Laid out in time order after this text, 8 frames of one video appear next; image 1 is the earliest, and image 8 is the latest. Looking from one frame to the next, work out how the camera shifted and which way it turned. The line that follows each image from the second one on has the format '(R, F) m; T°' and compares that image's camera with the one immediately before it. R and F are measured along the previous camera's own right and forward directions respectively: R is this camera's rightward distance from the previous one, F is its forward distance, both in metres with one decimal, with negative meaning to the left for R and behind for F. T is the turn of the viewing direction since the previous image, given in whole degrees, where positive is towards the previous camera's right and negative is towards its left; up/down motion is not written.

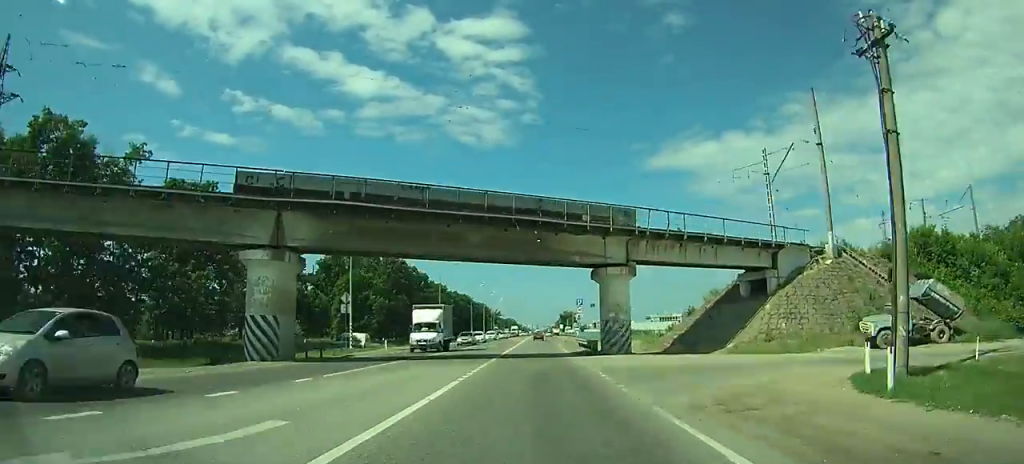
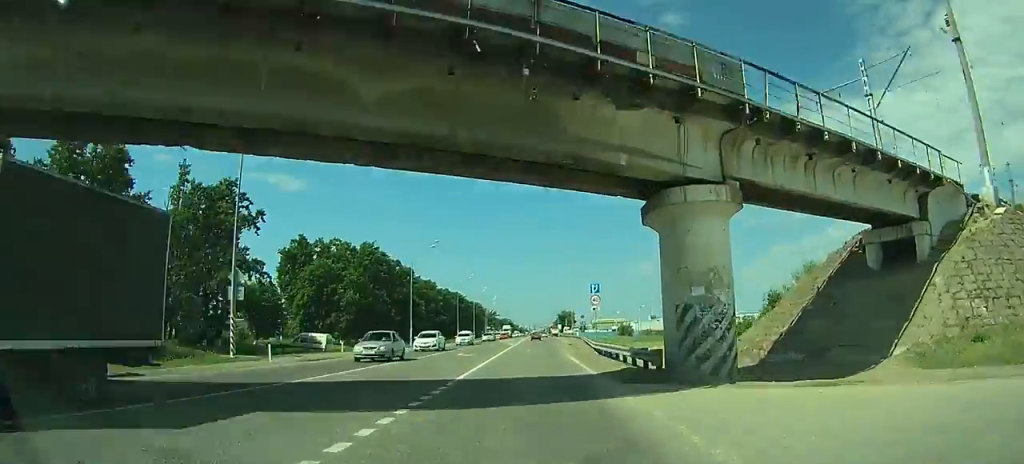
(0.0, +18.7) m; 0°
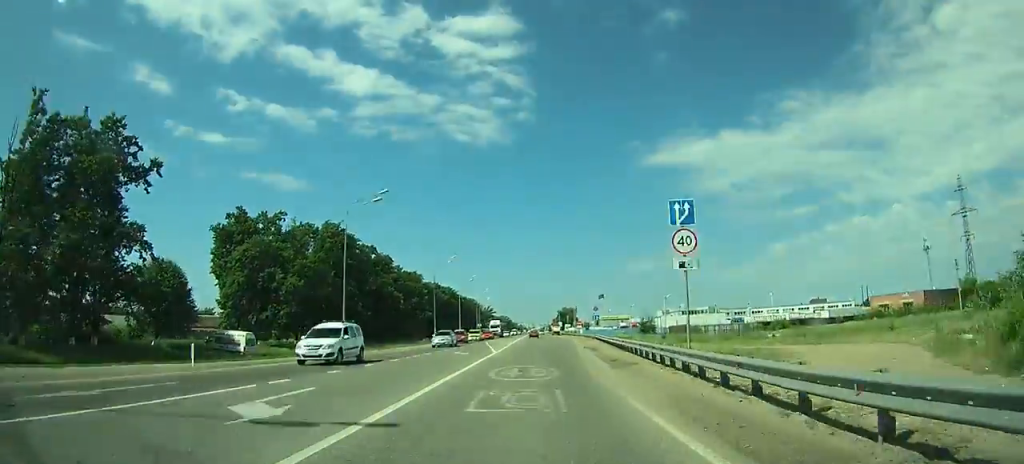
(-0.1, +25.6) m; 0°
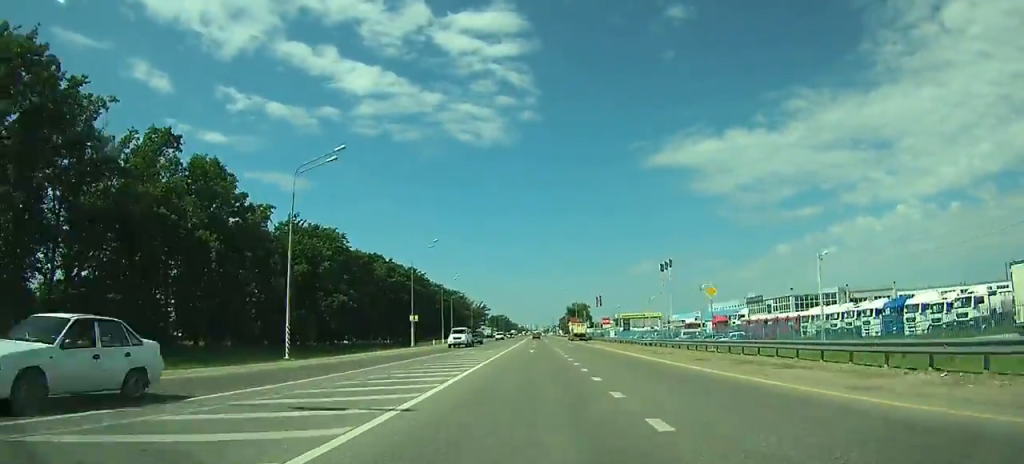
(+0.2, +85.9) m; 0°
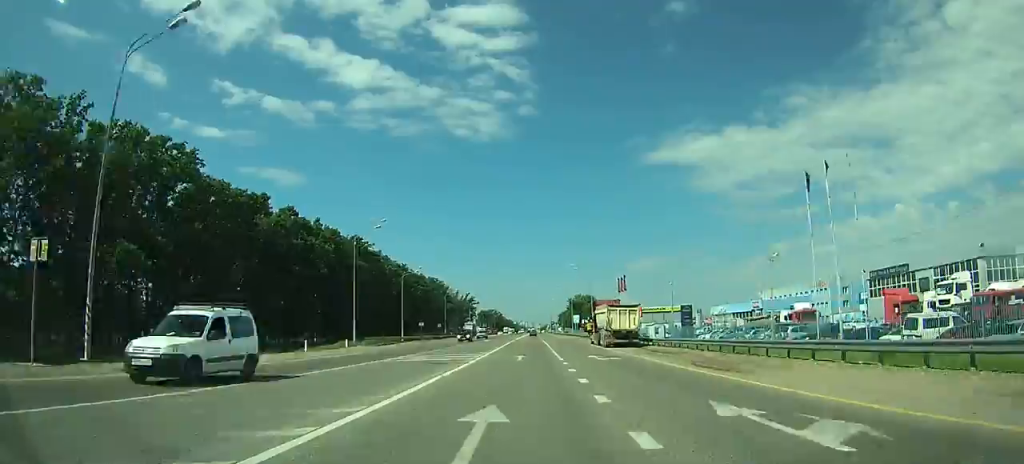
(-0.2, +53.1) m; 0°
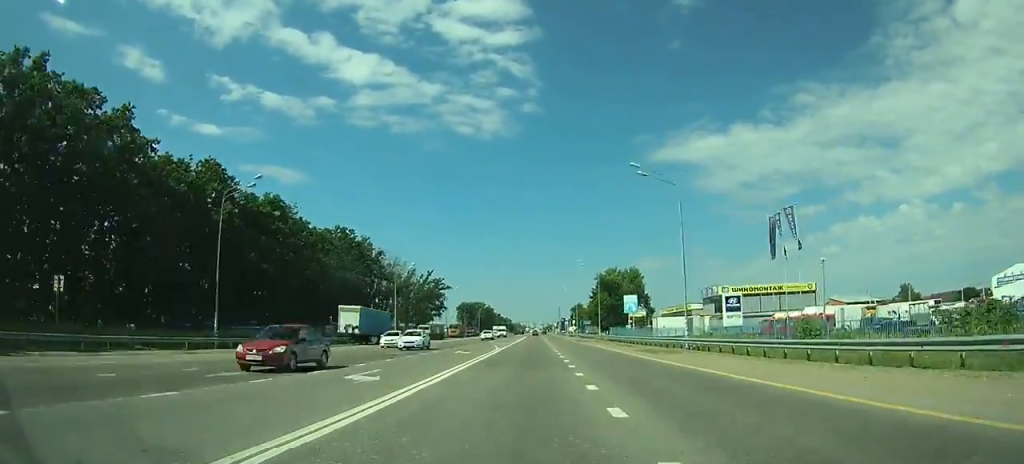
(0.0, +116.2) m; 0°
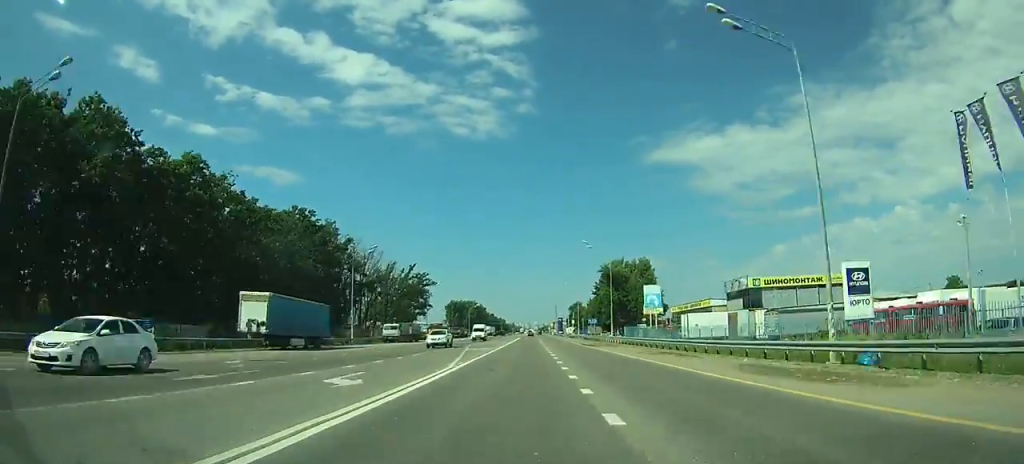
(+0.1, +21.4) m; 0°
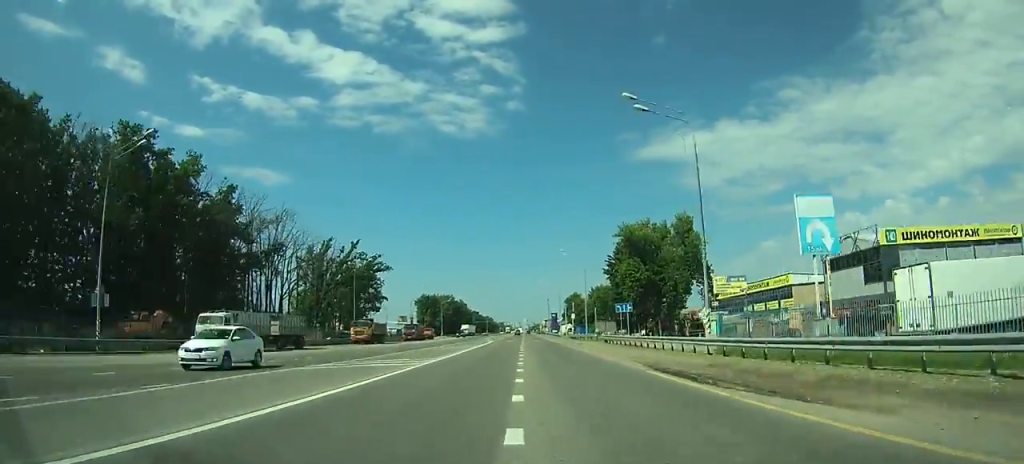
(+0.3, +46.2) m; 0°
